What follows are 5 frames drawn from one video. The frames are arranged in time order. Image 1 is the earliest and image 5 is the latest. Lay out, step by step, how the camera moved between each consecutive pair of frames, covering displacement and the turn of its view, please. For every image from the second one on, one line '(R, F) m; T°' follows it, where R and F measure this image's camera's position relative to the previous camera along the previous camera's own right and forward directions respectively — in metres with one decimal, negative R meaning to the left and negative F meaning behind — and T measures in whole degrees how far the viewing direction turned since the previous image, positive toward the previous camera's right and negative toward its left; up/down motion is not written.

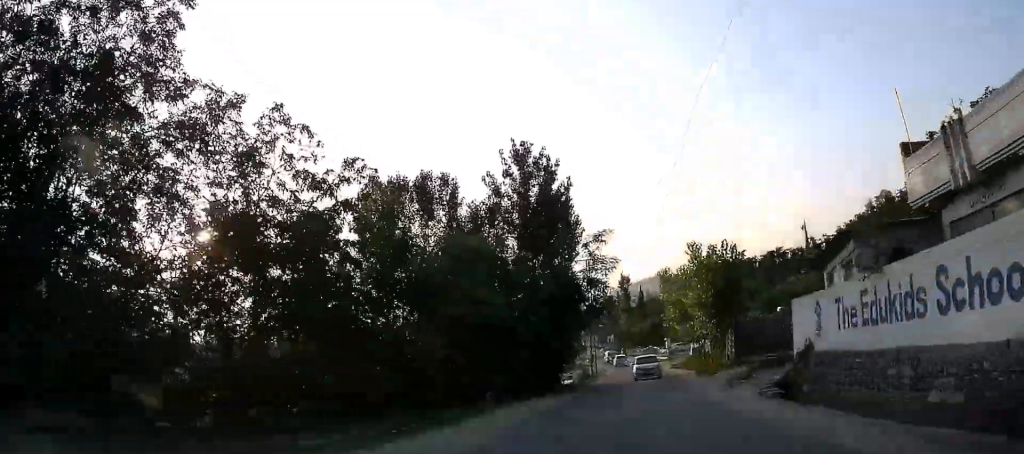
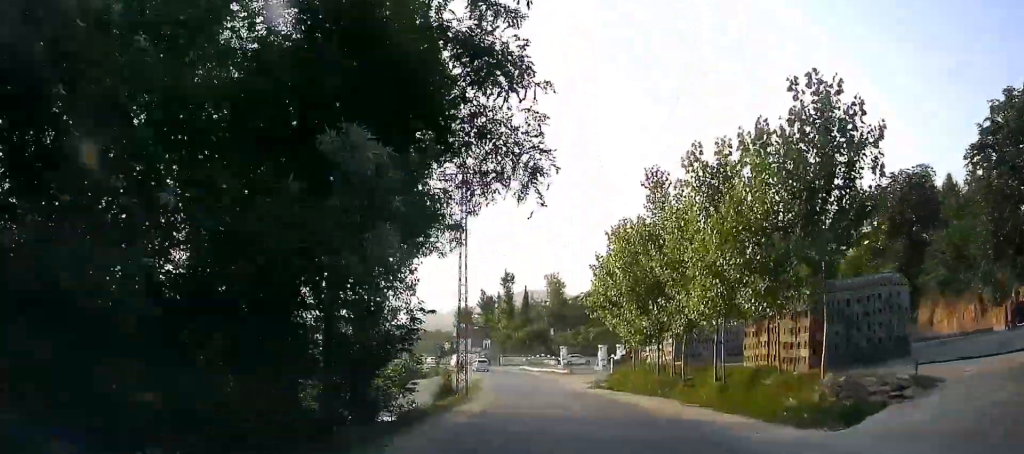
(+2.4, +21.7) m; +12°
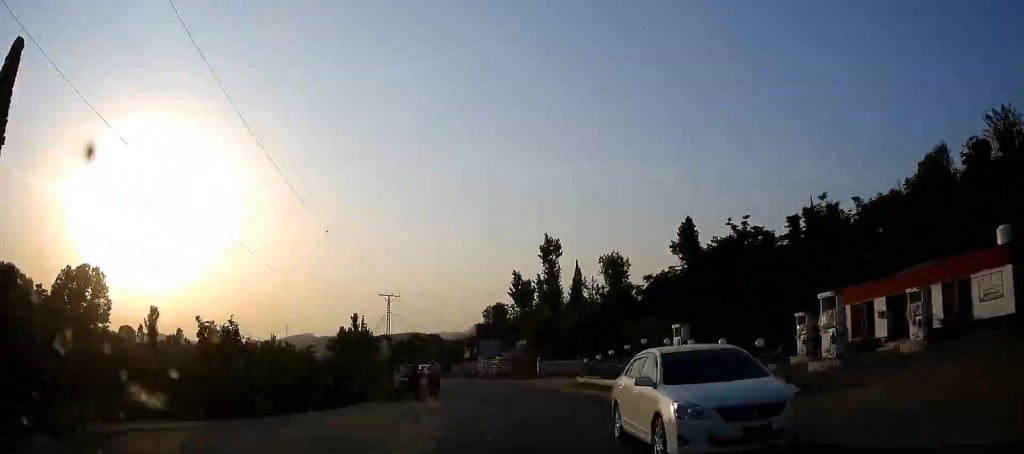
(+0.6, +43.0) m; -2°
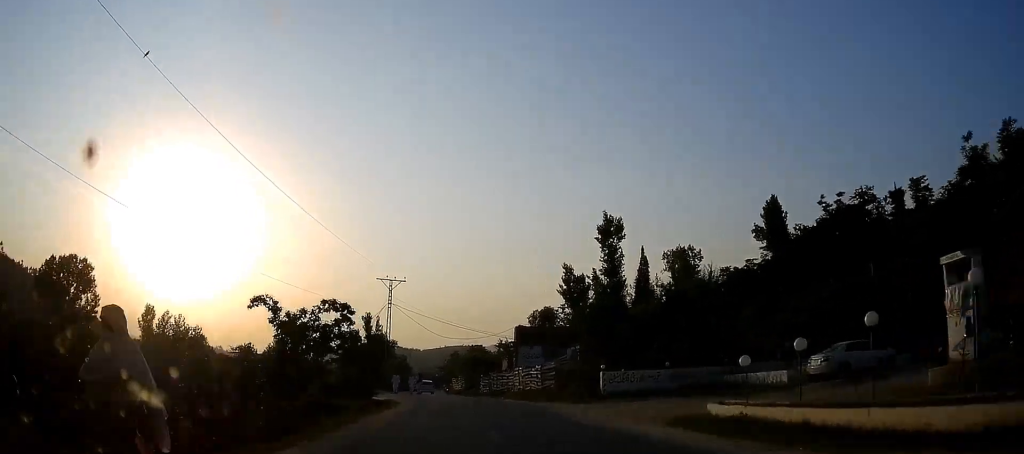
(-0.3, +18.7) m; -4°
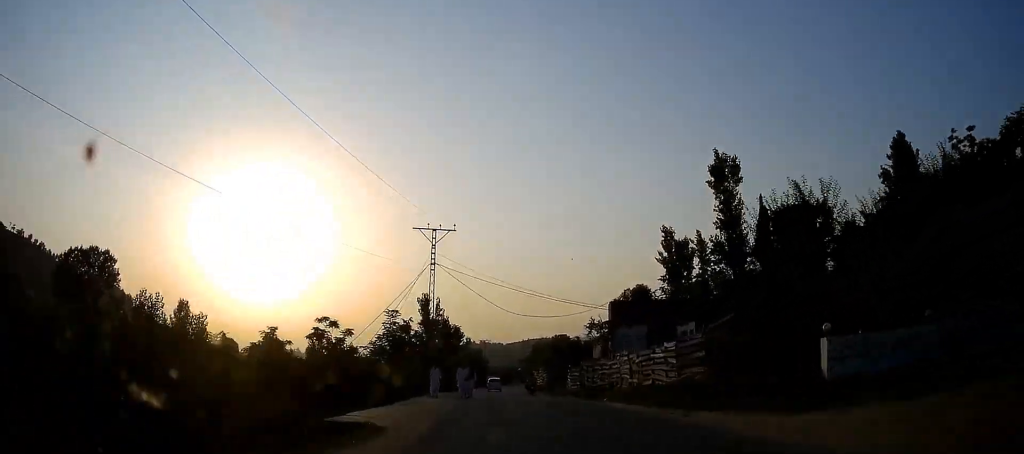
(-0.2, +14.7) m; -6°
